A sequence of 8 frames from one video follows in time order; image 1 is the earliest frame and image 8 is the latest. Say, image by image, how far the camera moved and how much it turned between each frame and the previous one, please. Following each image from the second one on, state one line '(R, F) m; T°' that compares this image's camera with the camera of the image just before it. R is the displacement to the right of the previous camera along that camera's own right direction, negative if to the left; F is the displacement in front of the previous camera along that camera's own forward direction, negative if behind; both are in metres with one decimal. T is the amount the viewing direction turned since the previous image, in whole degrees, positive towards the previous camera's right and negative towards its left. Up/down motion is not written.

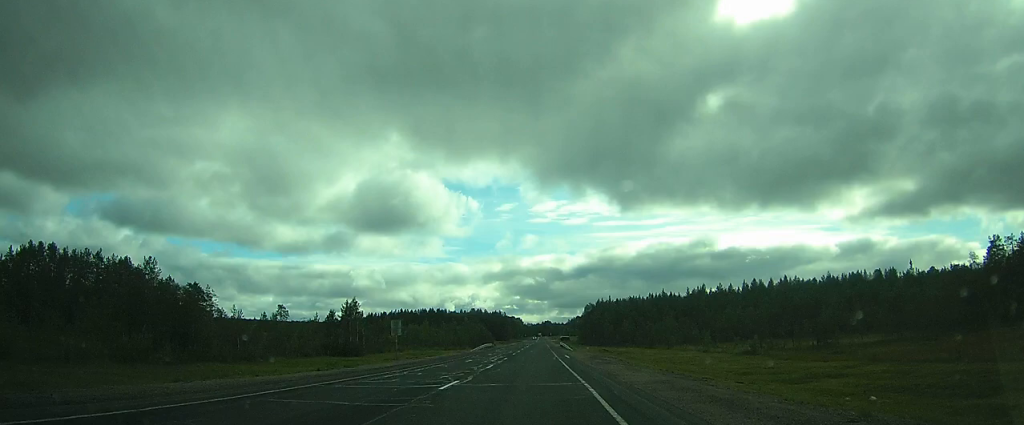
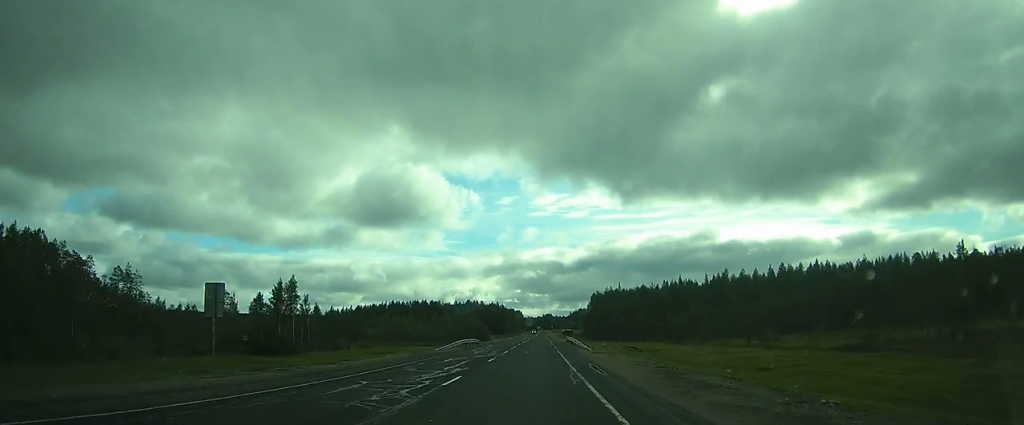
(-0.1, +26.3) m; -1°
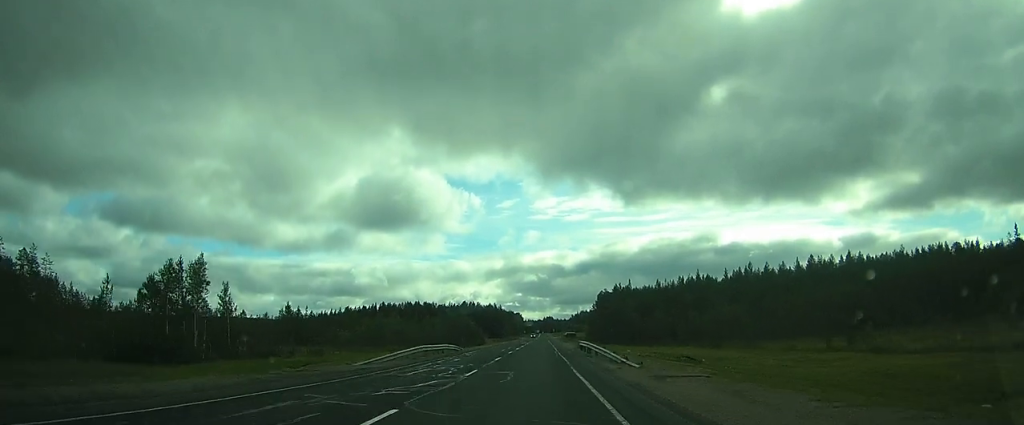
(-0.3, +21.7) m; -1°
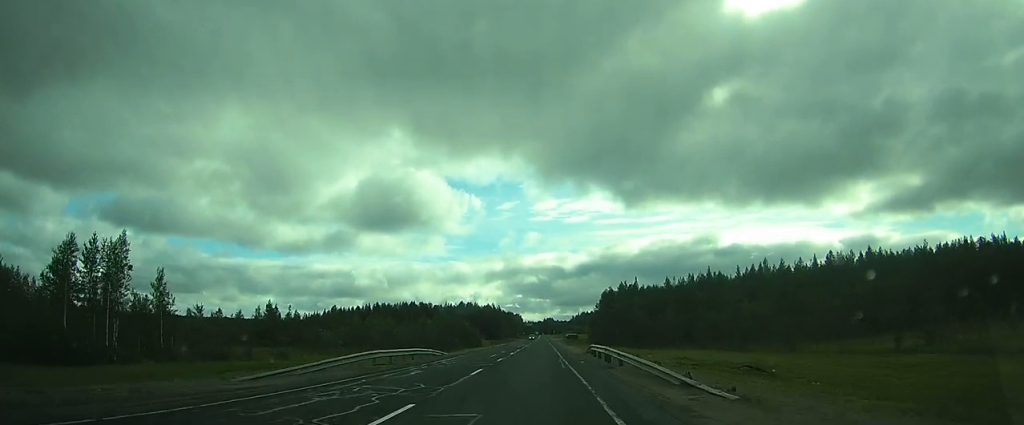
(-0.1, +11.6) m; -1°
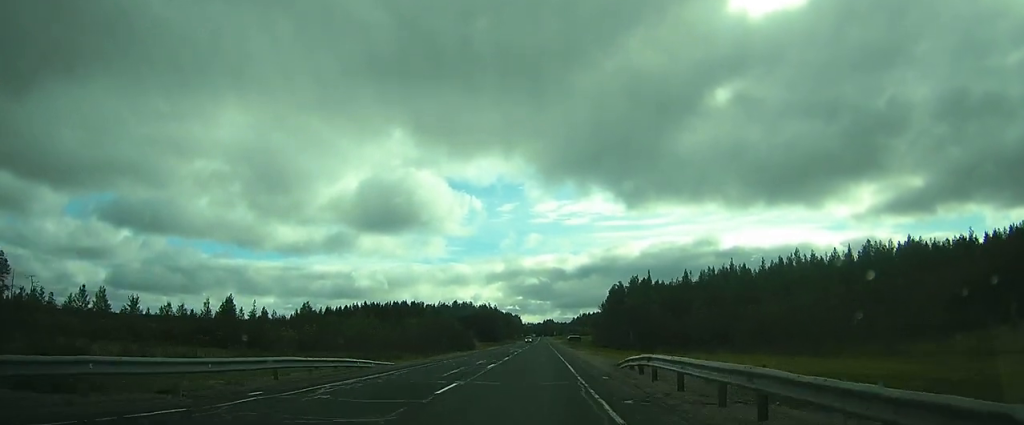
(0.0, +19.4) m; 0°
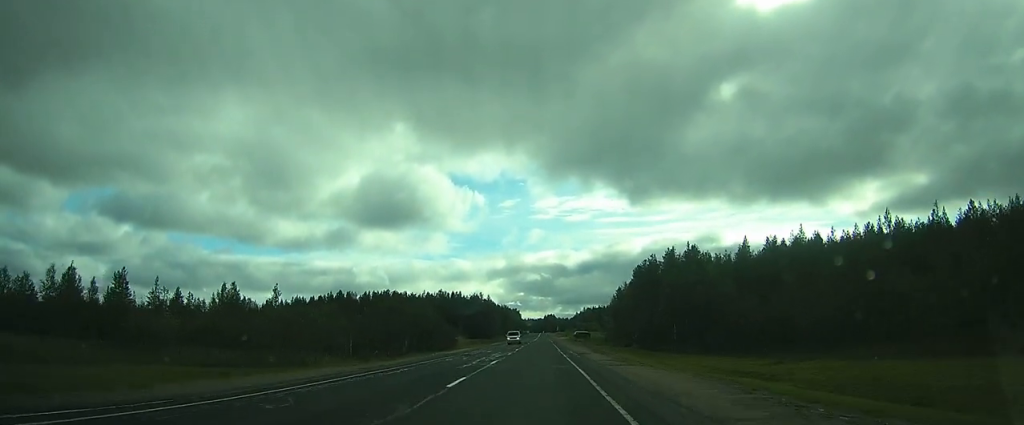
(-0.1, +36.2) m; -1°
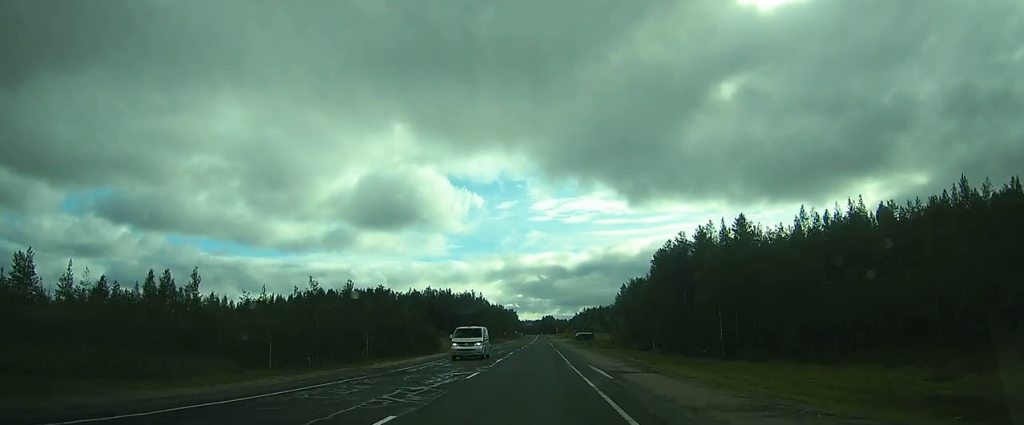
(-0.1, +19.8) m; -2°
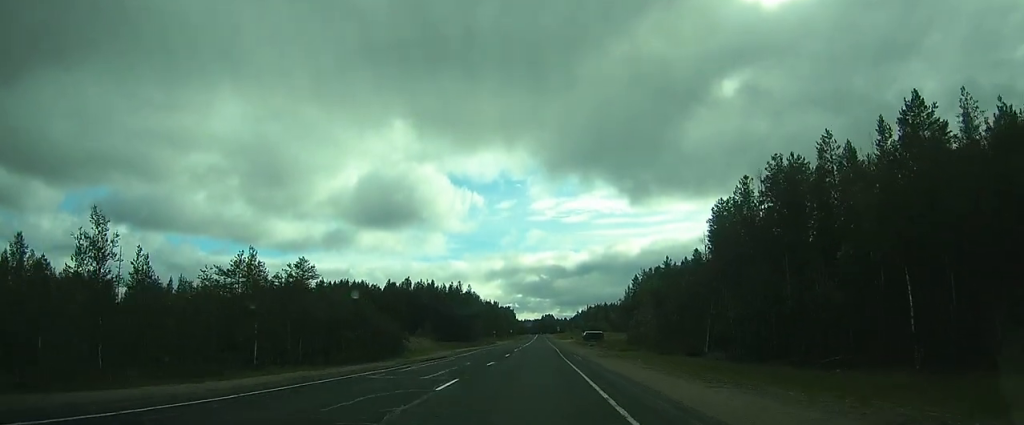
(-0.6, +28.0) m; -1°
